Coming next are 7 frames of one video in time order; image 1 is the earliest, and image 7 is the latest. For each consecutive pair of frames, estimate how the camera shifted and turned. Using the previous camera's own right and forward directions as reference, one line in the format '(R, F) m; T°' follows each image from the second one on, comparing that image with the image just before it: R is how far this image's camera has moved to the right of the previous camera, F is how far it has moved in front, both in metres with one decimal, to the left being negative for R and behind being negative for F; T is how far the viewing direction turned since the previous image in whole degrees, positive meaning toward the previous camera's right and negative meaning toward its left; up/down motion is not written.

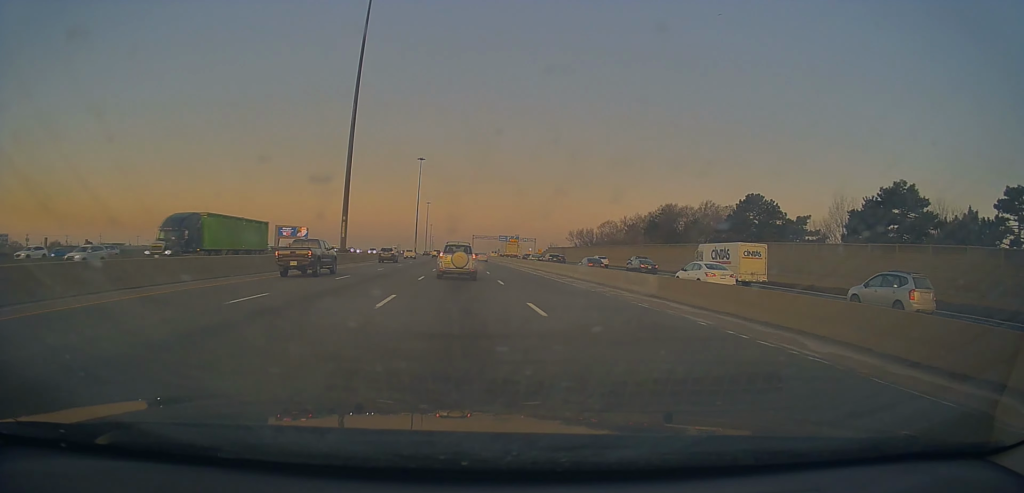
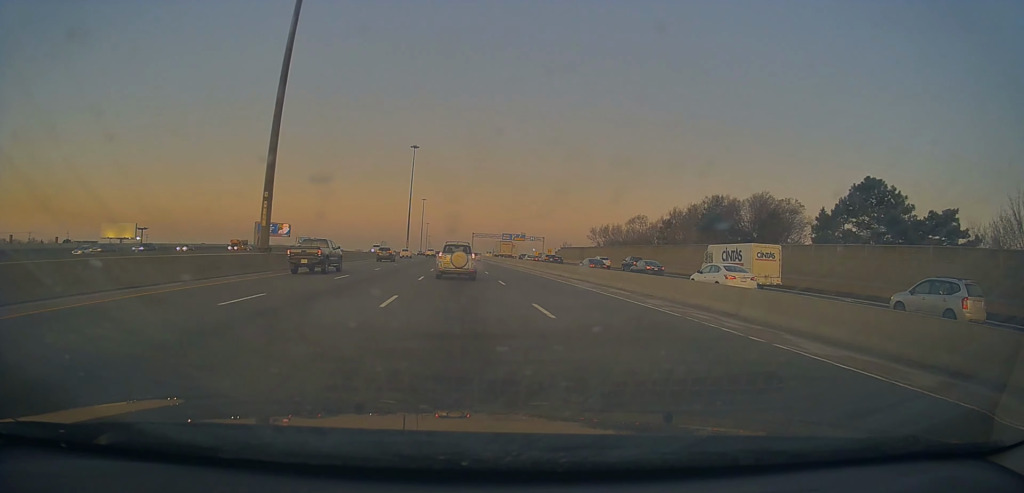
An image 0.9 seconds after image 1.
(0.0, +25.0) m; 0°
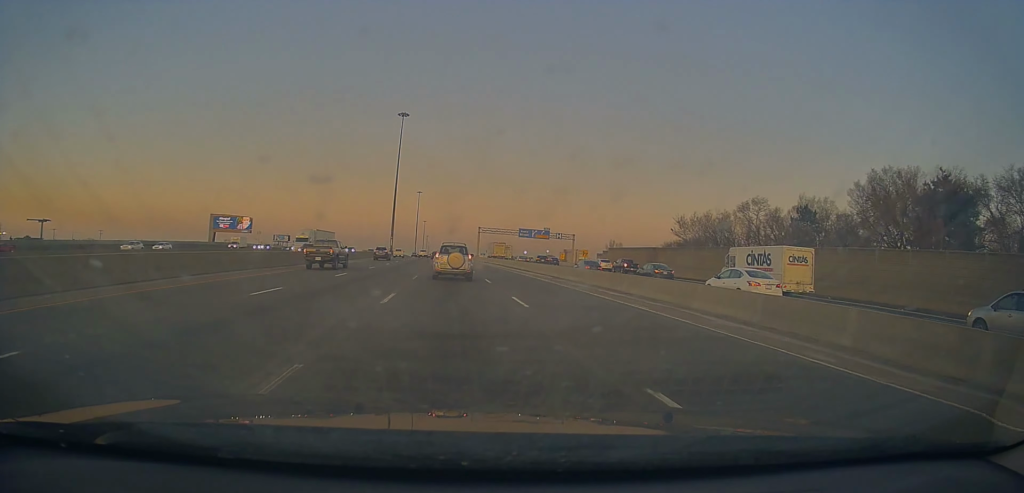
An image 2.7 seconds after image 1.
(+0.3, +46.2) m; 0°
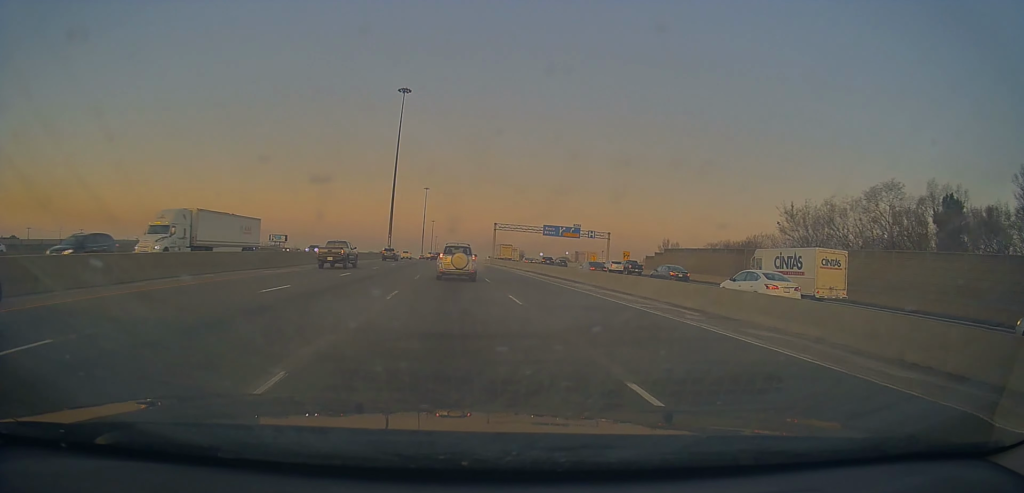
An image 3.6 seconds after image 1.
(0.0, +23.0) m; -1°
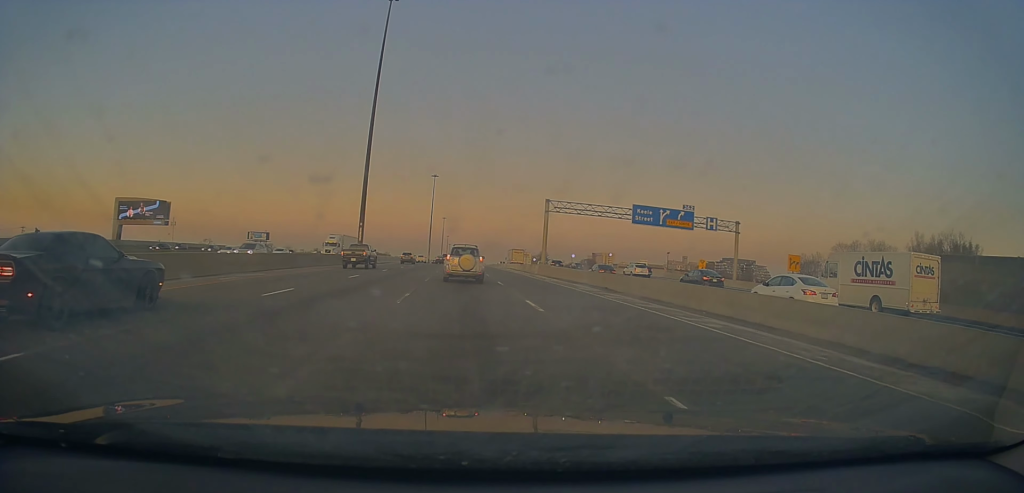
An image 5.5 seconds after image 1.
(-0.6, +48.4) m; -2°
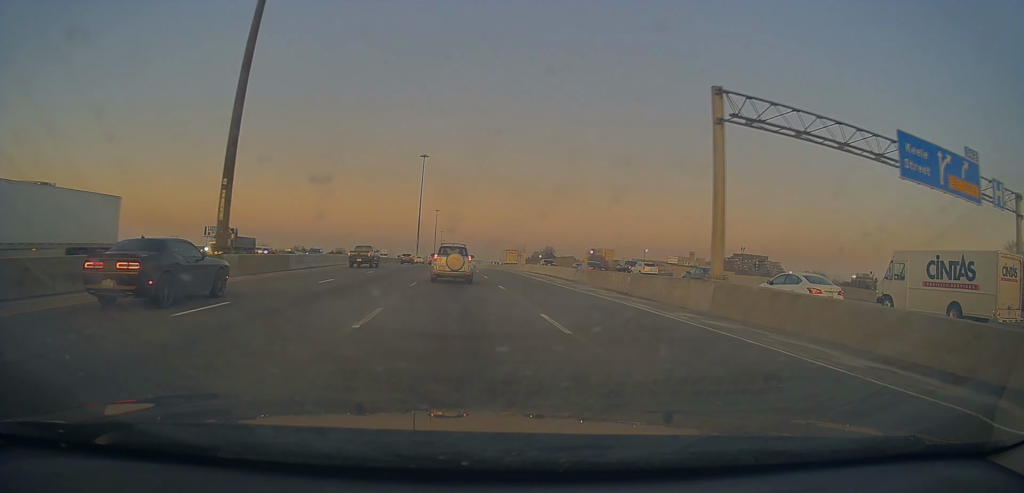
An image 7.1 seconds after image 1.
(-0.3, +40.3) m; +2°
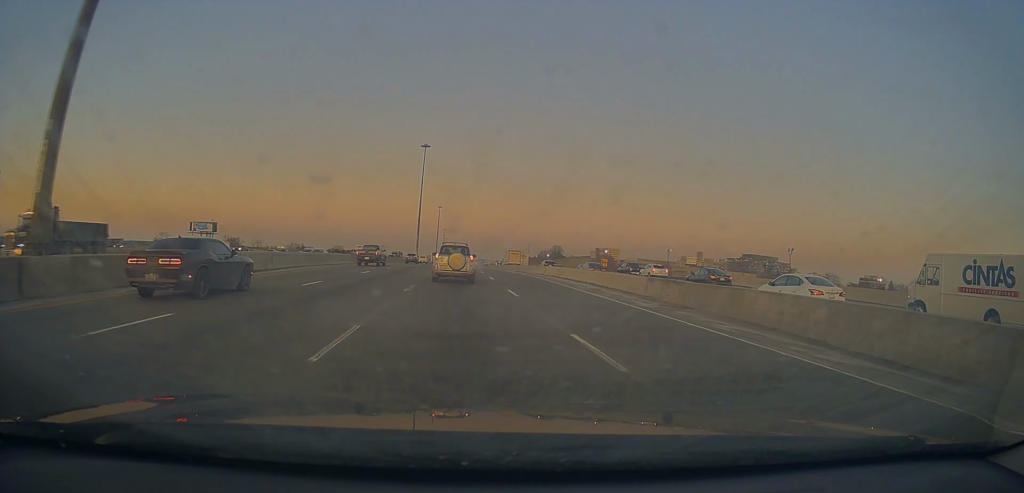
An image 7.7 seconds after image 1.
(+0.2, +14.9) m; 0°
